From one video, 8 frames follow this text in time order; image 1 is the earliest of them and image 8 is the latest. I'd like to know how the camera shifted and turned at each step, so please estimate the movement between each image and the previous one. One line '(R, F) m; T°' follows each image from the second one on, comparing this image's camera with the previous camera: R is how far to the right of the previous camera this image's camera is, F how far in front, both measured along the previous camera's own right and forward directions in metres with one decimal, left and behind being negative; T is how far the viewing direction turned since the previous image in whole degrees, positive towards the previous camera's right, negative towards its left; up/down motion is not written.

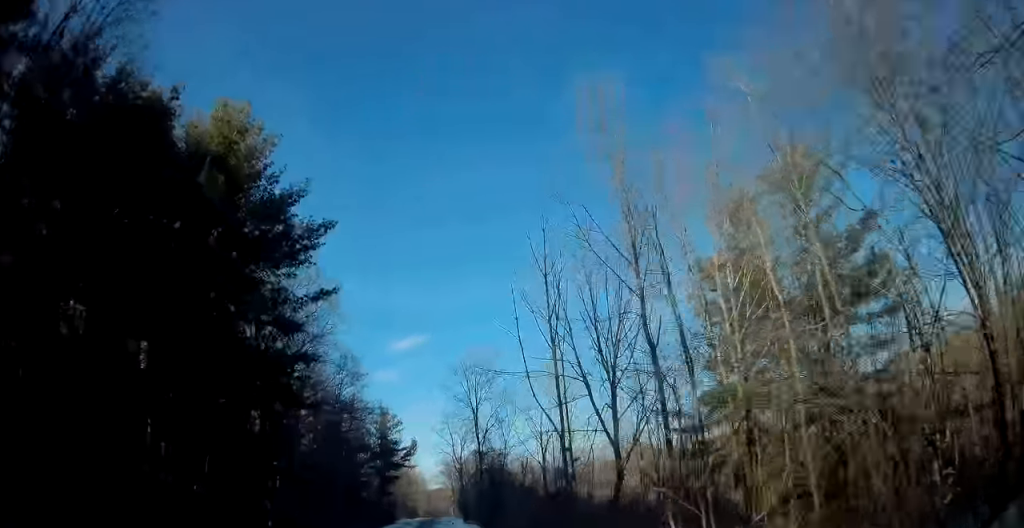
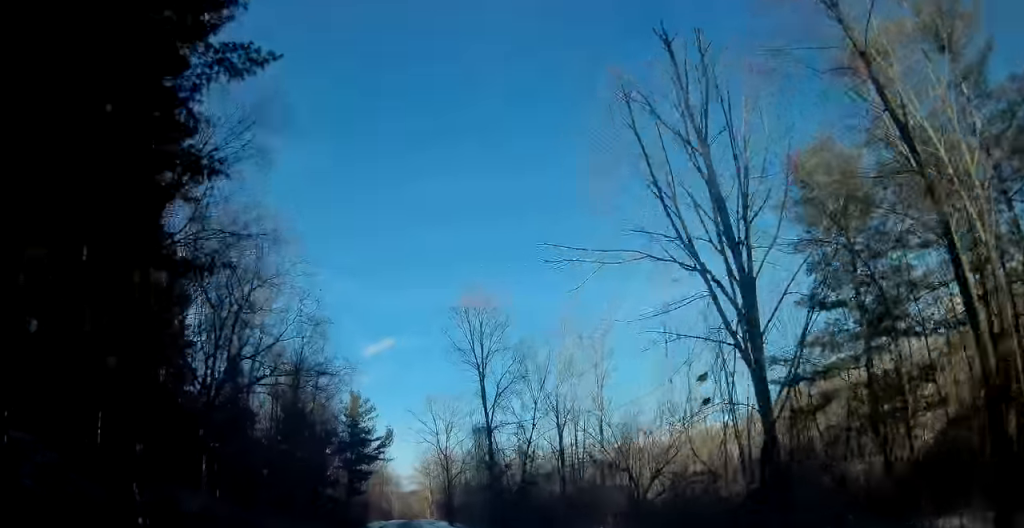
(+0.1, +11.0) m; +2°
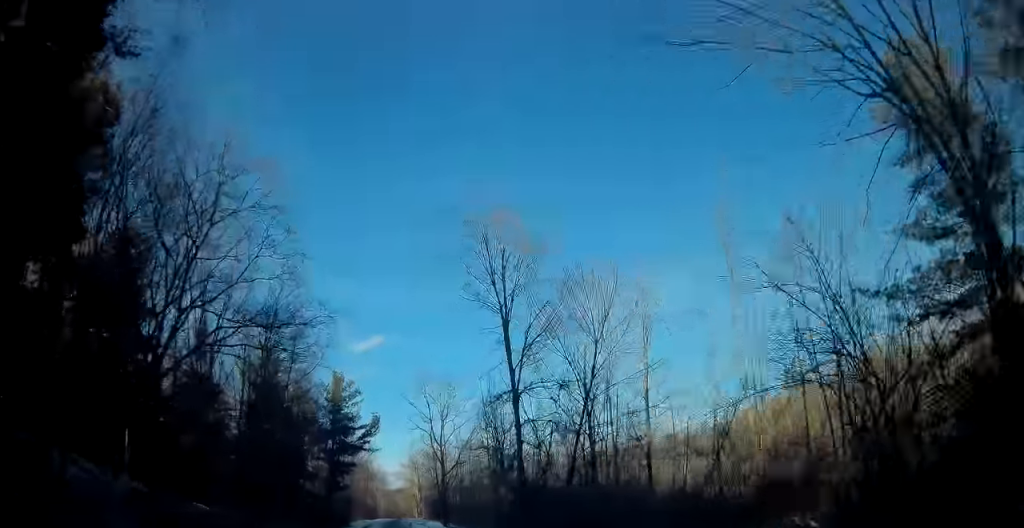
(+0.1, +7.3) m; +2°
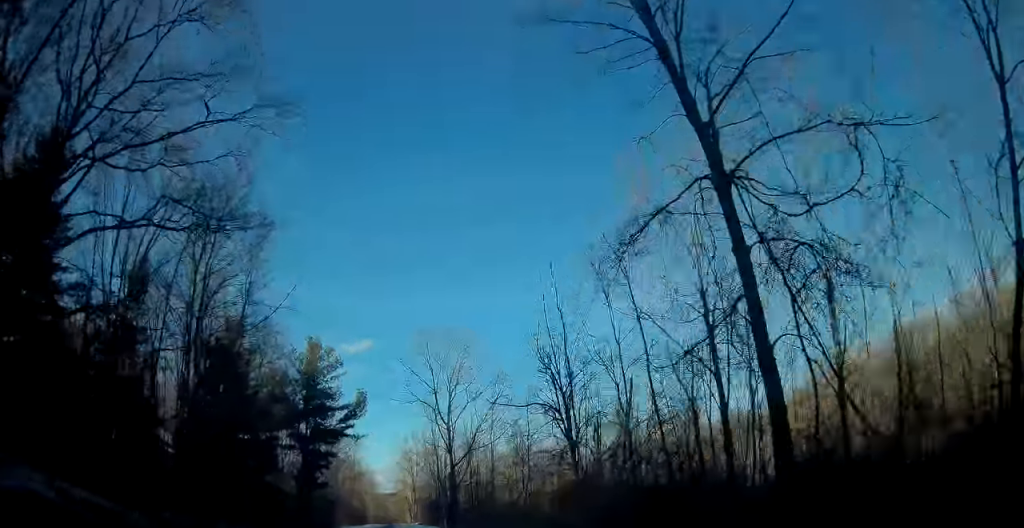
(+0.3, +12.8) m; +1°
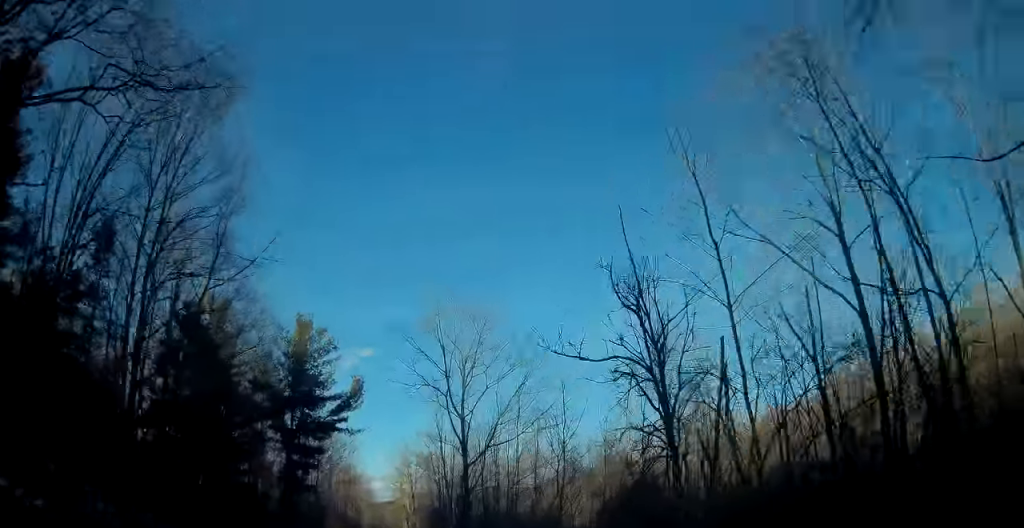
(0.0, +6.7) m; 0°
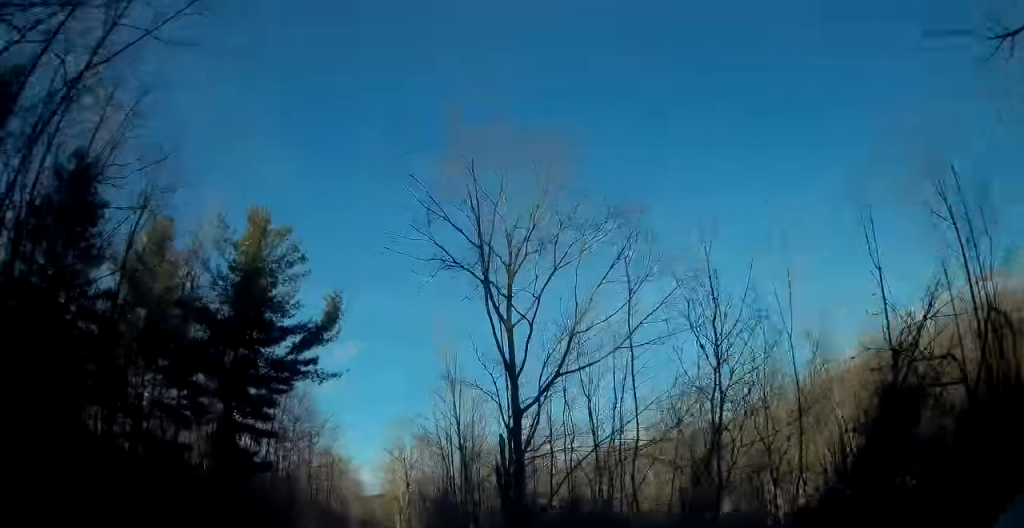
(0.0, +13.3) m; +2°
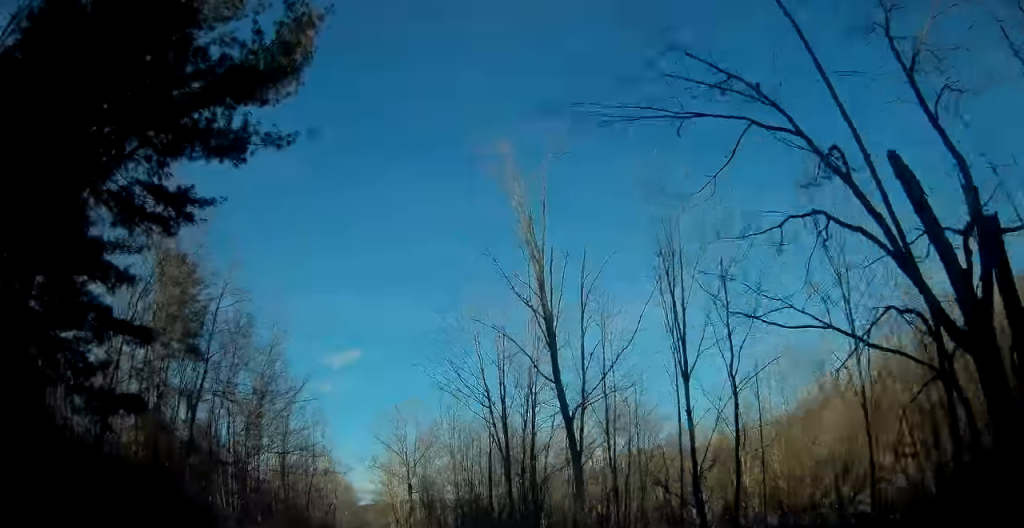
(+0.3, +16.2) m; 0°
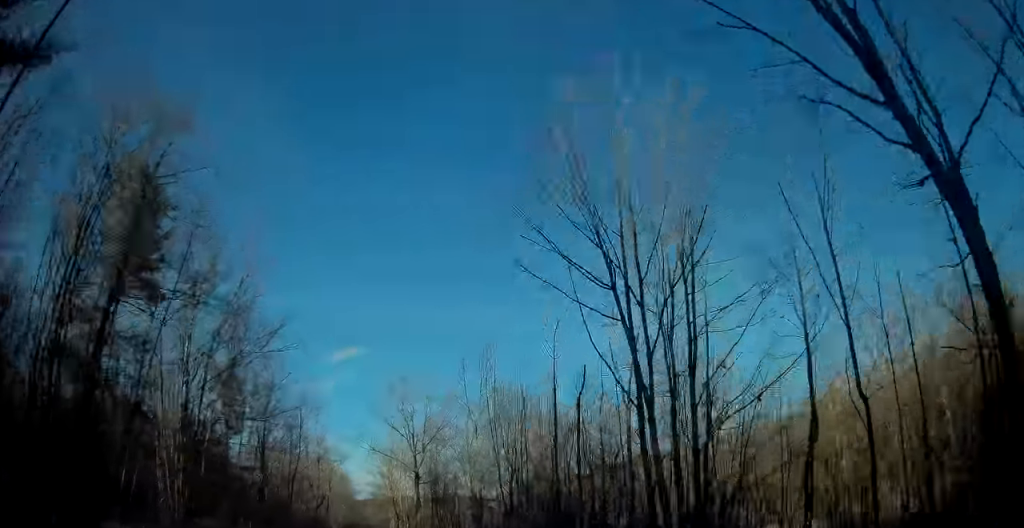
(-0.1, +10.0) m; 0°
